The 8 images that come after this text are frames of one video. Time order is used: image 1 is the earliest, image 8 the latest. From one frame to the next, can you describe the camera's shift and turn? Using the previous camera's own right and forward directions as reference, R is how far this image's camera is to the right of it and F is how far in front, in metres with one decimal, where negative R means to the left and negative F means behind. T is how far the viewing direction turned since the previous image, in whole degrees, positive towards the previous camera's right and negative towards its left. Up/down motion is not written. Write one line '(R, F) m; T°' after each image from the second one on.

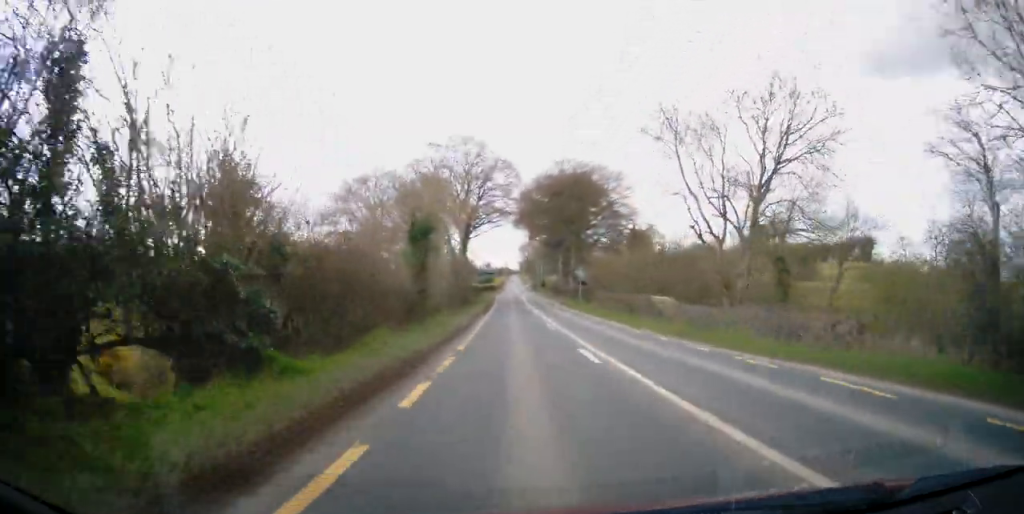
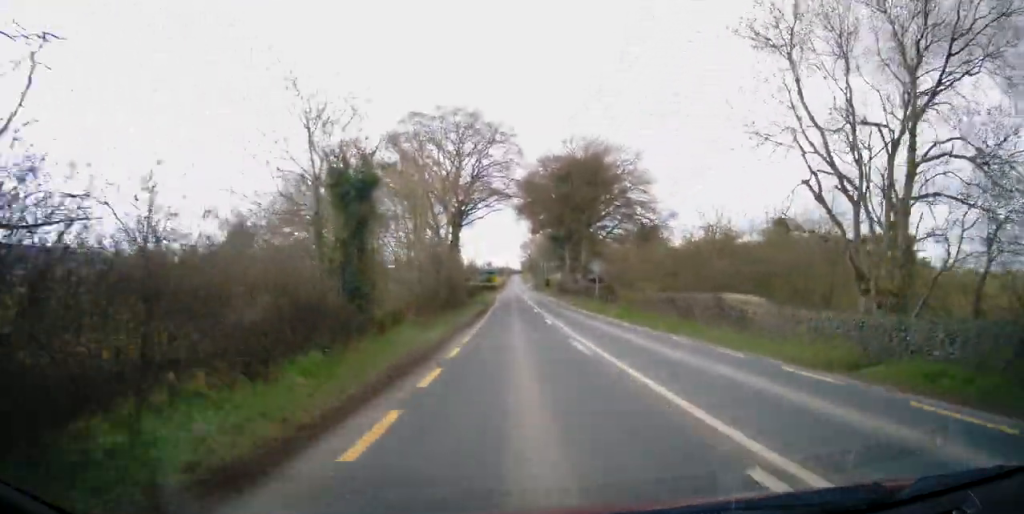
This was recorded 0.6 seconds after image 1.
(-0.3, +10.4) m; -1°
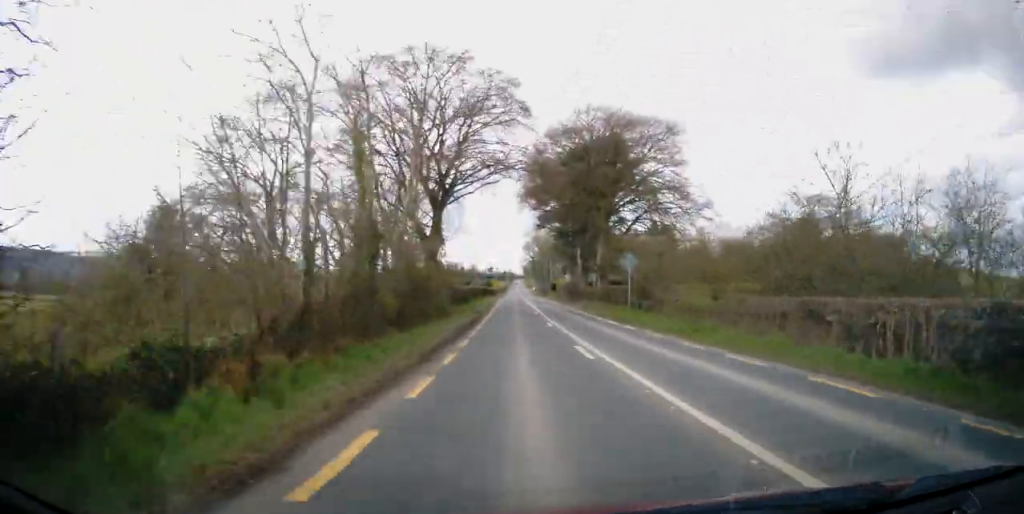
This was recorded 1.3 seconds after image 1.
(0.0, +13.0) m; 0°
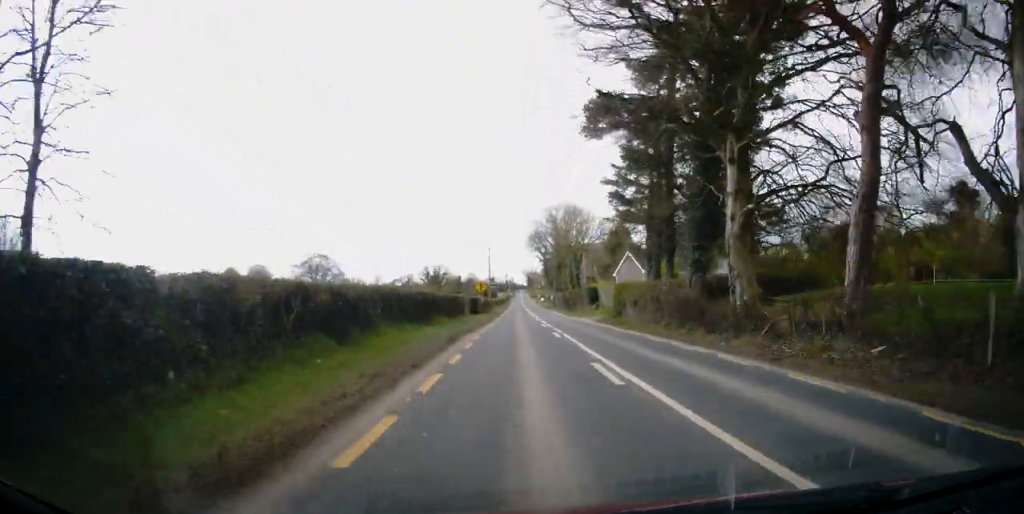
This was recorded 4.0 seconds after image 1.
(-0.4, +51.1) m; -1°
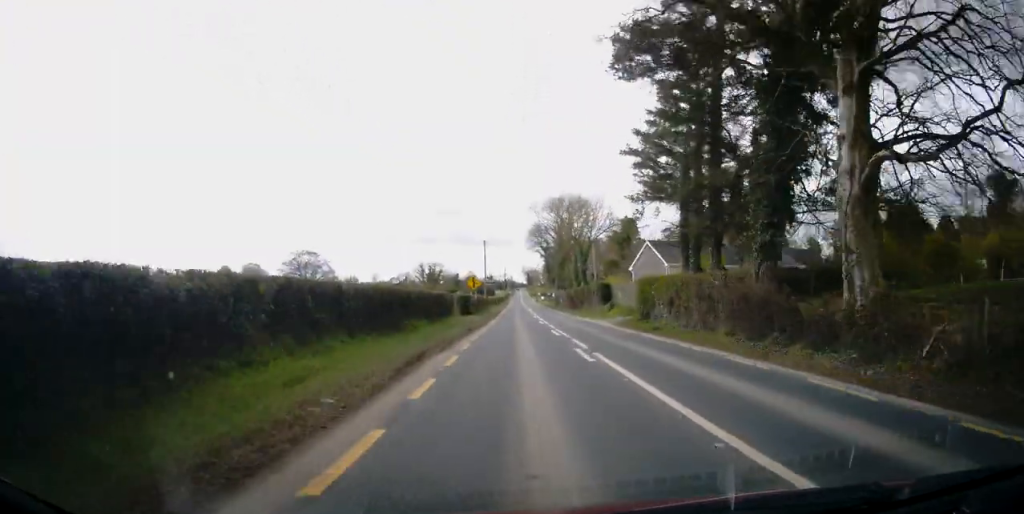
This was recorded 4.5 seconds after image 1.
(-0.1, +8.9) m; 0°
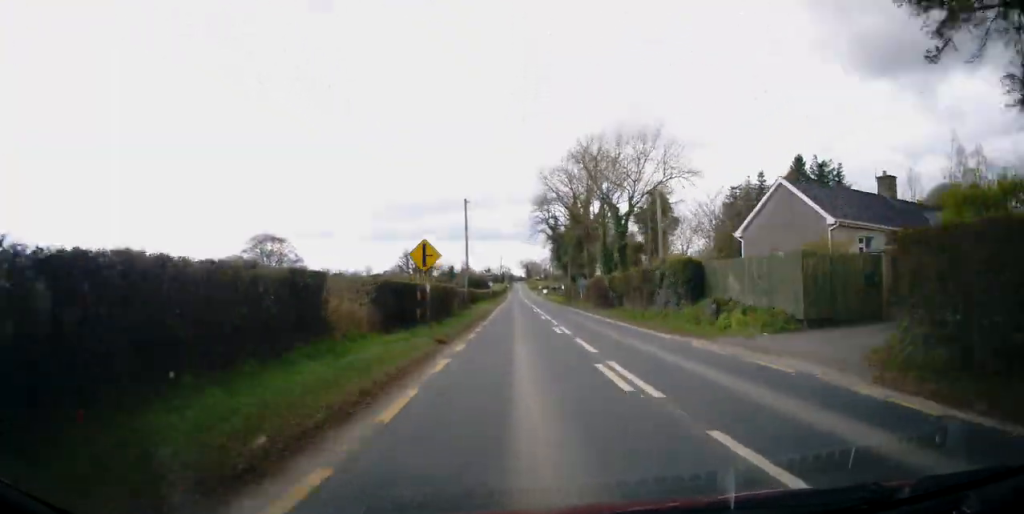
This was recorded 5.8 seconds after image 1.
(+0.3, +25.6) m; 0°
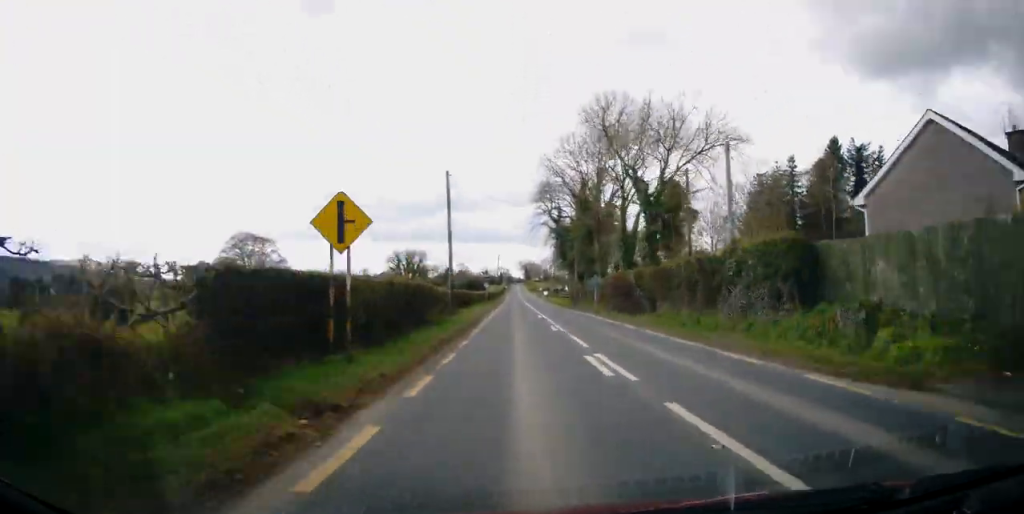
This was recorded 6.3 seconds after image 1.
(-0.2, +10.4) m; 0°
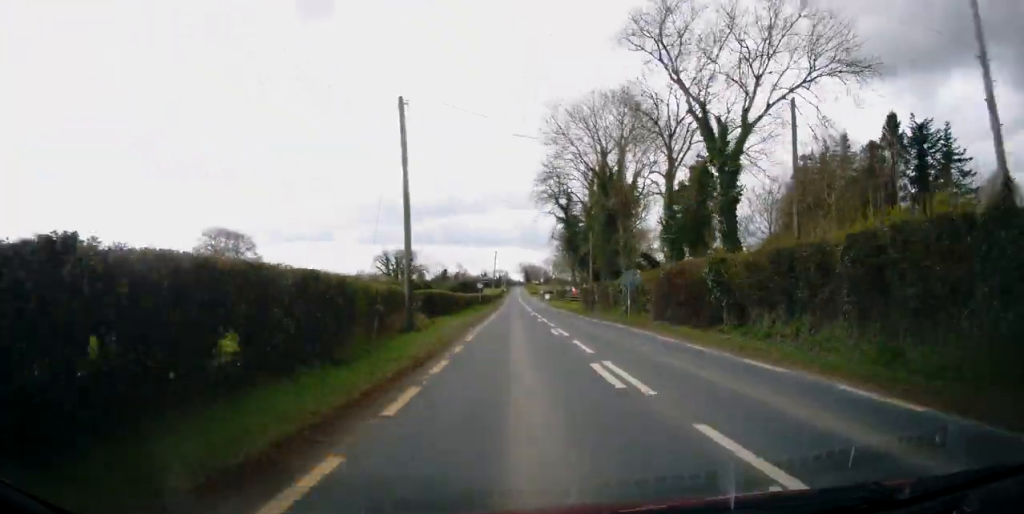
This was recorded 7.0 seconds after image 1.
(-0.1, +13.1) m; 0°
